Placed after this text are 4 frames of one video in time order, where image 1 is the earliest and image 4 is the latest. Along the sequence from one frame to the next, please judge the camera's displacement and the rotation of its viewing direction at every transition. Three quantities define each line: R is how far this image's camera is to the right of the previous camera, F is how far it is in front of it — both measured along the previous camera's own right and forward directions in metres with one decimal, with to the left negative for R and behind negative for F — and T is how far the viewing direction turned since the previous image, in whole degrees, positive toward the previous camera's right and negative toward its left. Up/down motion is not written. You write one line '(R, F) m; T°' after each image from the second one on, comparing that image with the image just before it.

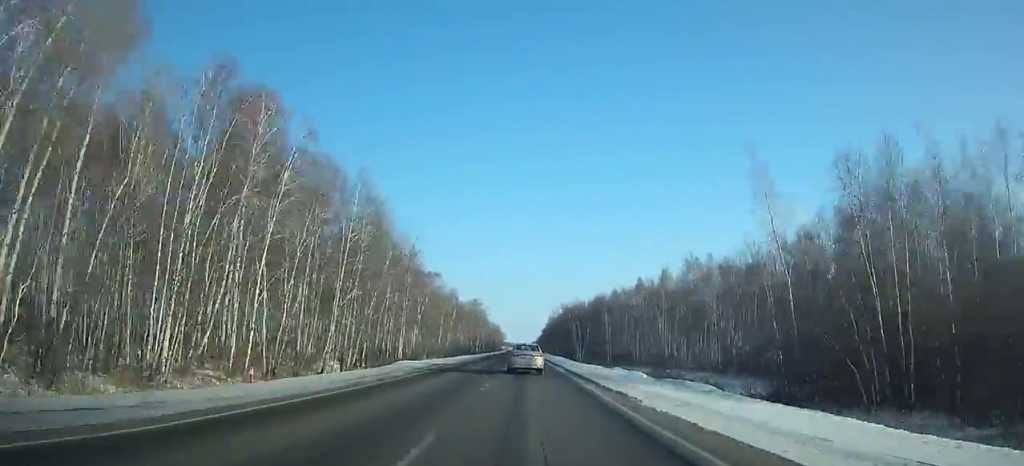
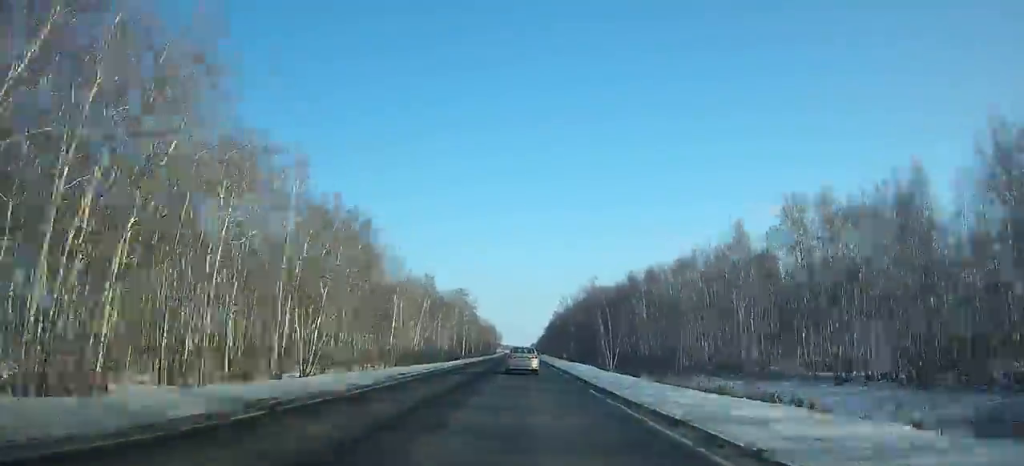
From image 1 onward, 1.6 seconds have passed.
(-0.1, +40.6) m; 0°
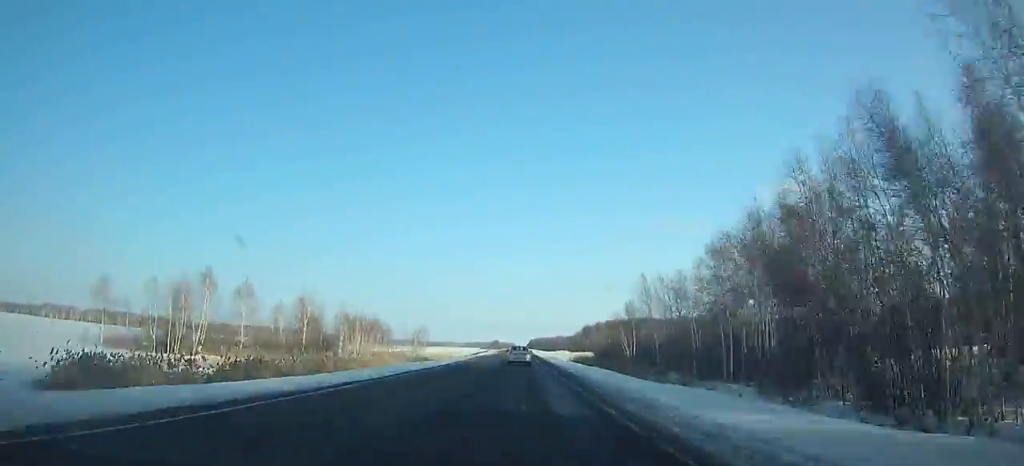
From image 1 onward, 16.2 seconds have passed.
(-1.1, +379.9) m; 0°
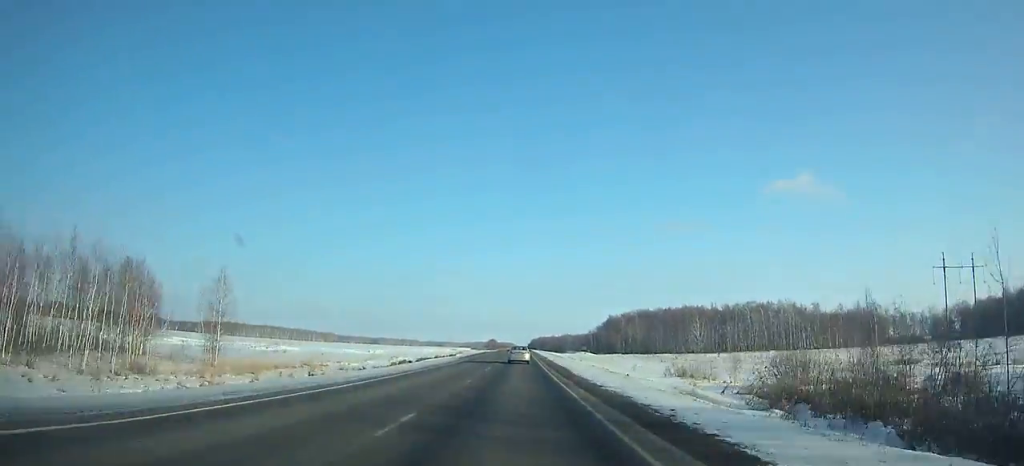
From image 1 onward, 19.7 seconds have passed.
(+0.1, +93.6) m; 0°
